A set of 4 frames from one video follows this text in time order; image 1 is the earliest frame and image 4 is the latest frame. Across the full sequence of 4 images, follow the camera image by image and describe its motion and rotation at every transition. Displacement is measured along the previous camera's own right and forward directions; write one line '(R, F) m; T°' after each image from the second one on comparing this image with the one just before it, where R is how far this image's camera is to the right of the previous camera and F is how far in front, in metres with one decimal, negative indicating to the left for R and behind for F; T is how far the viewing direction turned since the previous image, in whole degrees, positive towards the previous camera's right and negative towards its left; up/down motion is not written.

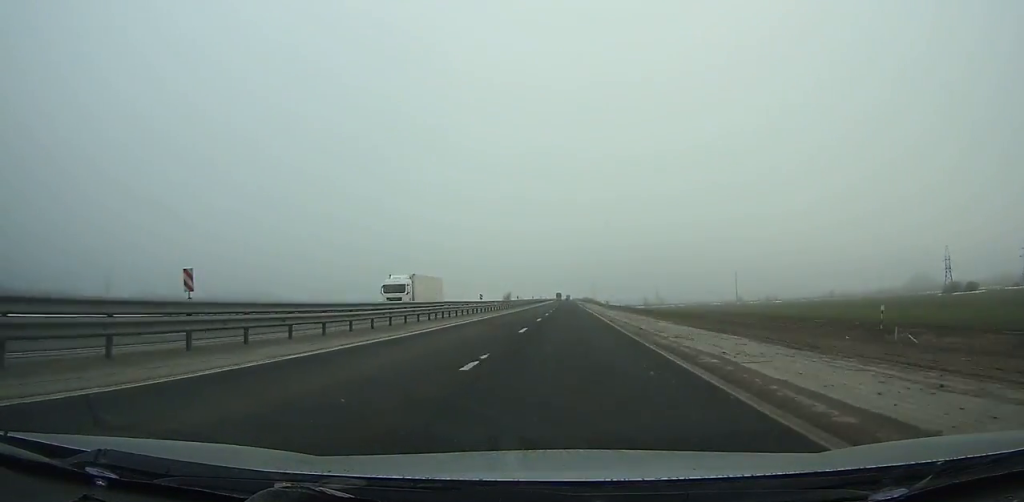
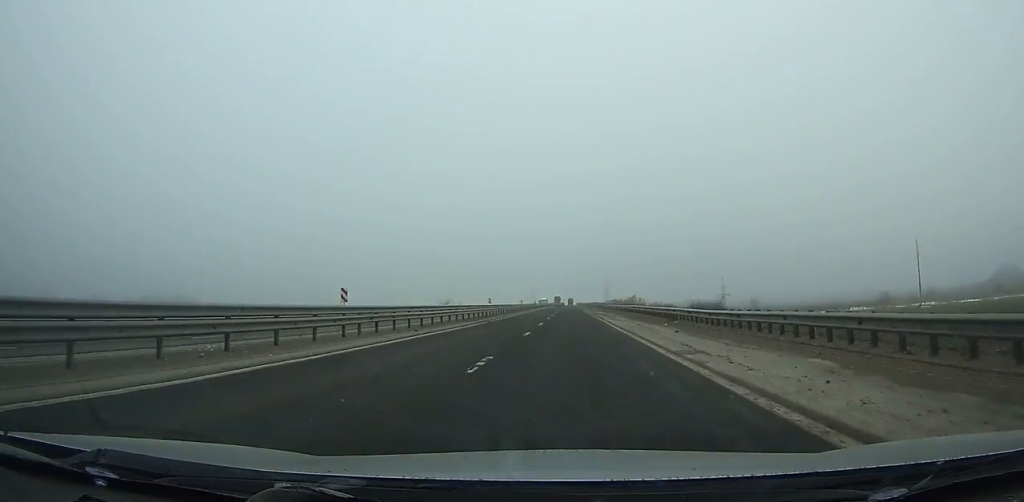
(-0.4, +234.4) m; 0°
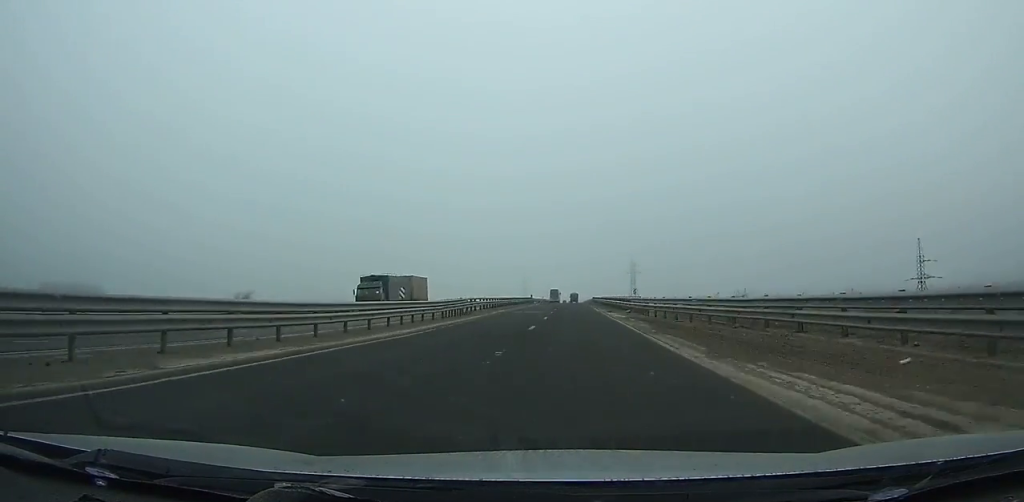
(-0.3, +183.3) m; 0°
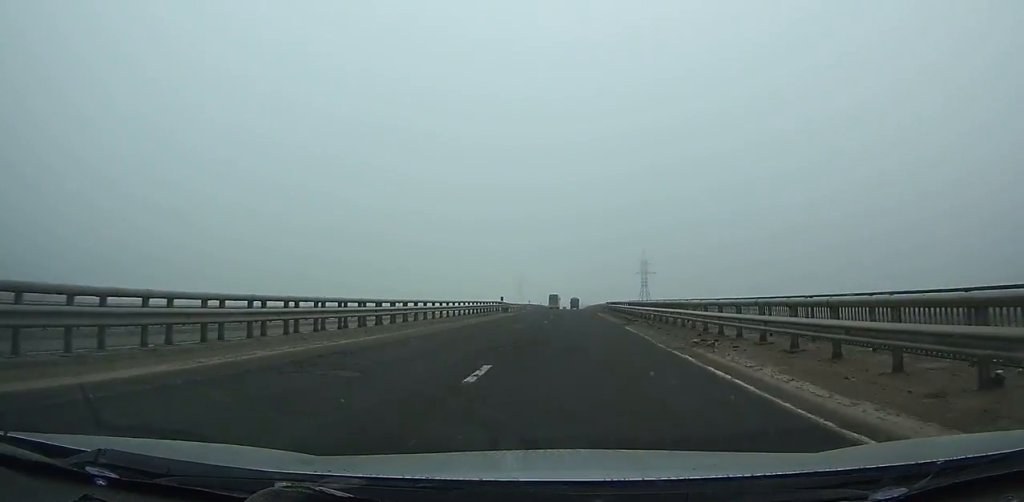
(-0.2, +48.2) m; 0°
